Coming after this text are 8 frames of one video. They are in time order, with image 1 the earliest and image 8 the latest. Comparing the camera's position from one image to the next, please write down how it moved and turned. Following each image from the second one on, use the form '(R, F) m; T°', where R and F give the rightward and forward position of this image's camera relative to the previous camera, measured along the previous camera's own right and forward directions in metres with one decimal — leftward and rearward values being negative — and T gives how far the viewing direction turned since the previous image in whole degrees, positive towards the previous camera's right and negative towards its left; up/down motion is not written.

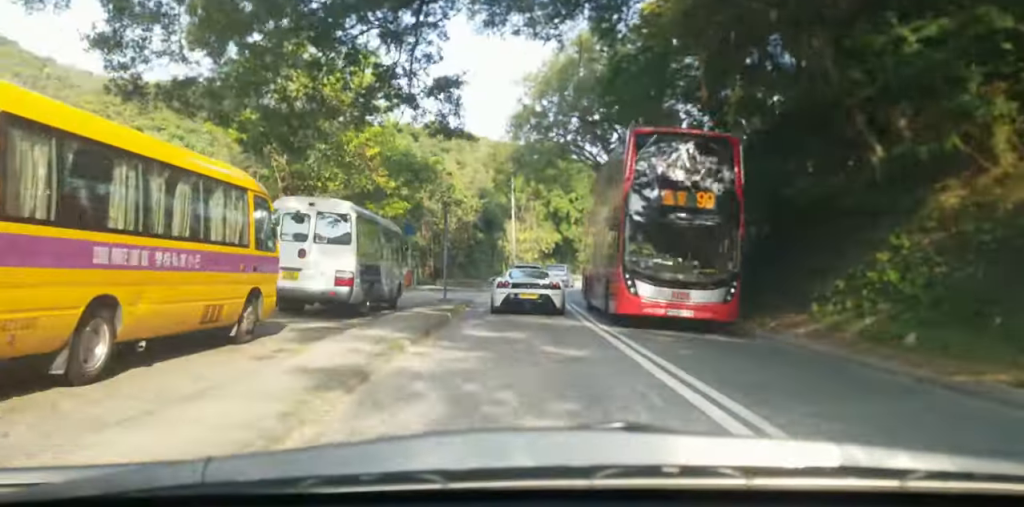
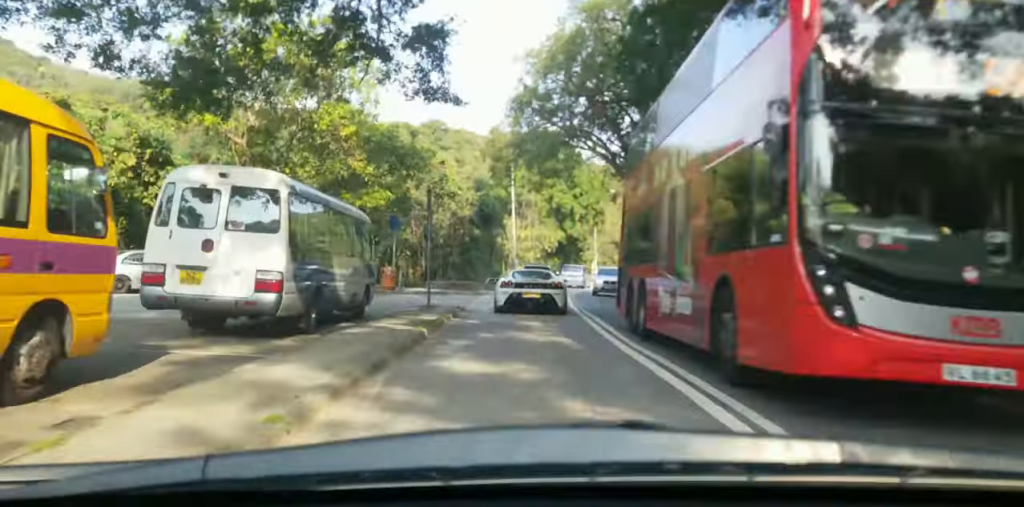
(0.0, +5.4) m; 0°
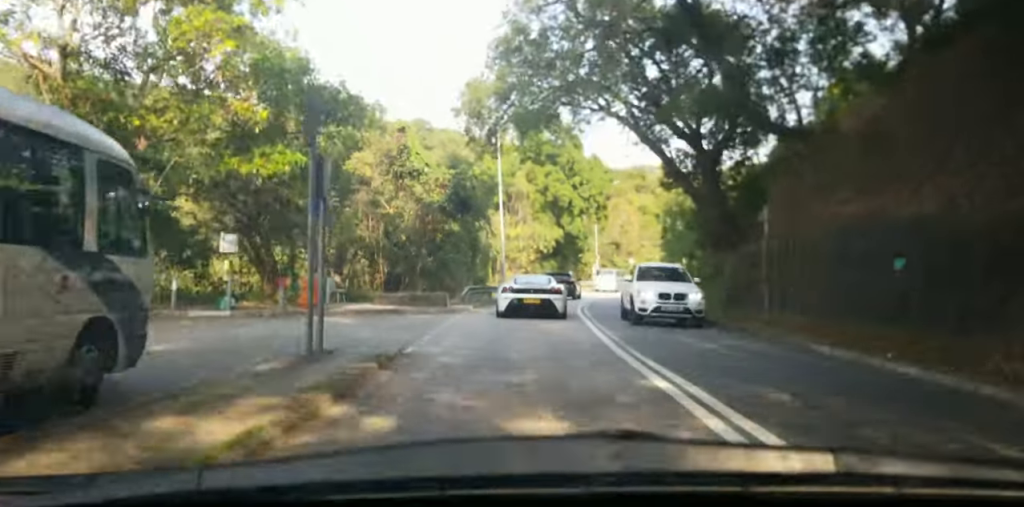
(0.0, +11.0) m; +2°
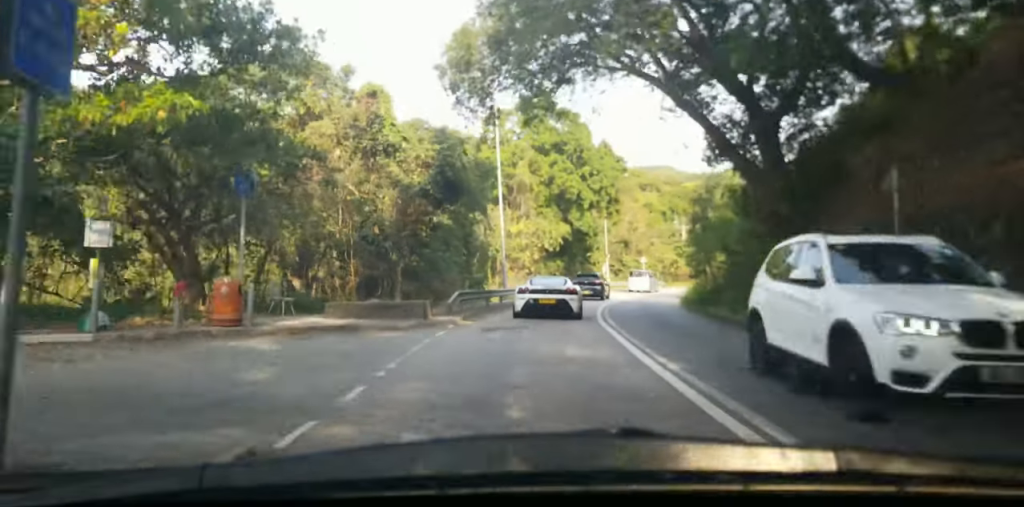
(+0.2, +6.3) m; +2°
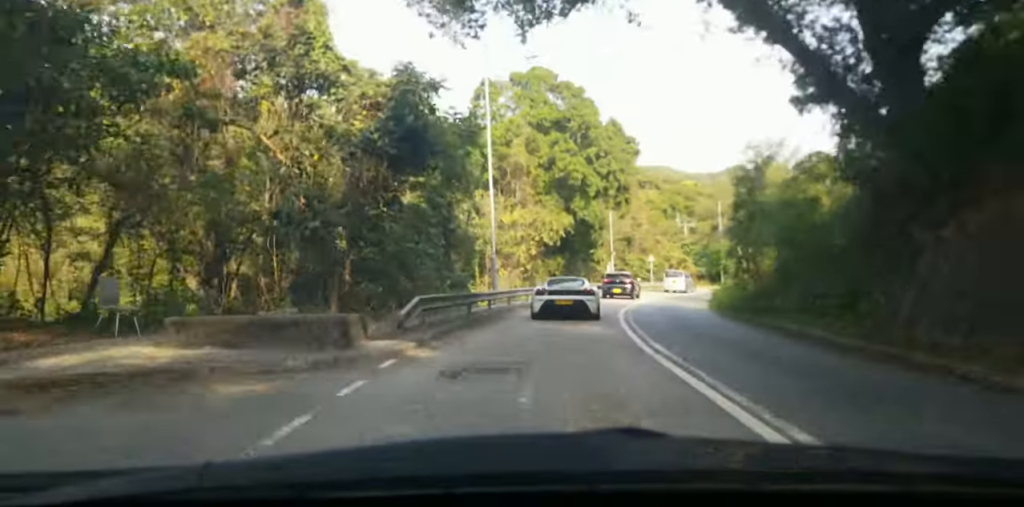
(+0.2, +7.4) m; +1°
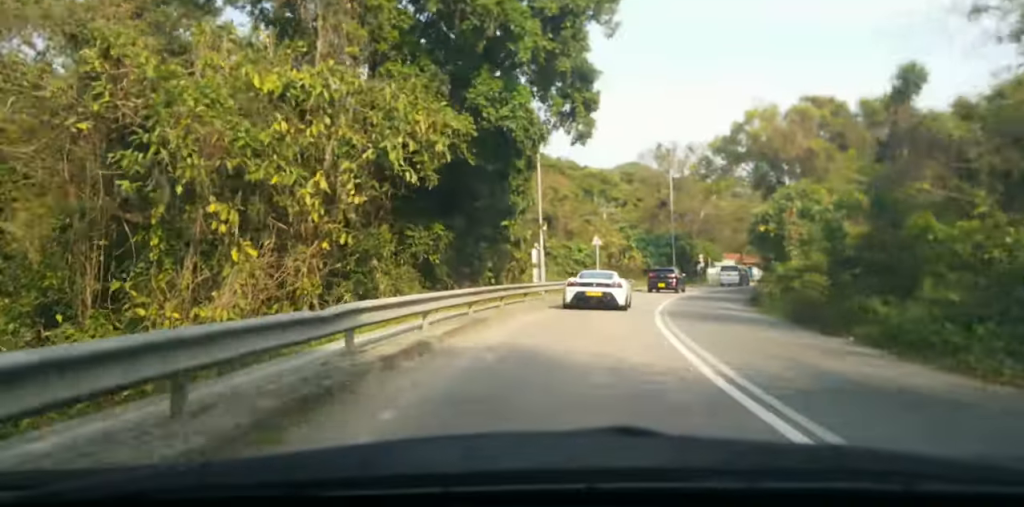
(-0.7, +26.3) m; +4°
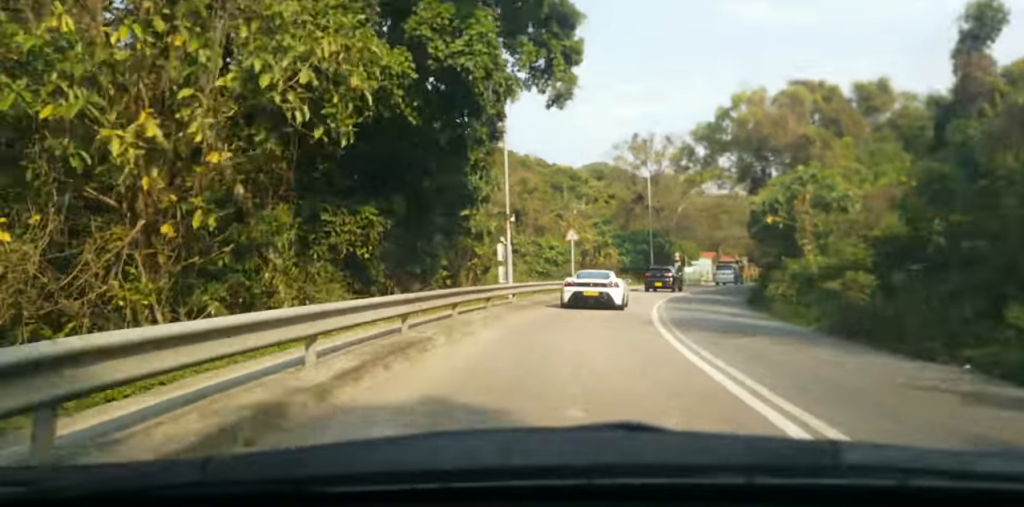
(+0.3, +5.7) m; +3°
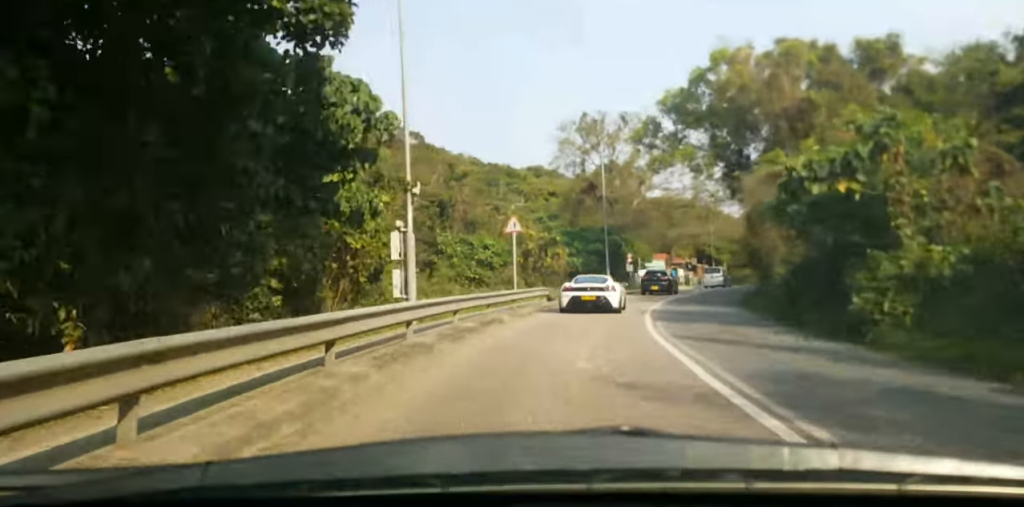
(+0.6, +10.4) m; +6°
